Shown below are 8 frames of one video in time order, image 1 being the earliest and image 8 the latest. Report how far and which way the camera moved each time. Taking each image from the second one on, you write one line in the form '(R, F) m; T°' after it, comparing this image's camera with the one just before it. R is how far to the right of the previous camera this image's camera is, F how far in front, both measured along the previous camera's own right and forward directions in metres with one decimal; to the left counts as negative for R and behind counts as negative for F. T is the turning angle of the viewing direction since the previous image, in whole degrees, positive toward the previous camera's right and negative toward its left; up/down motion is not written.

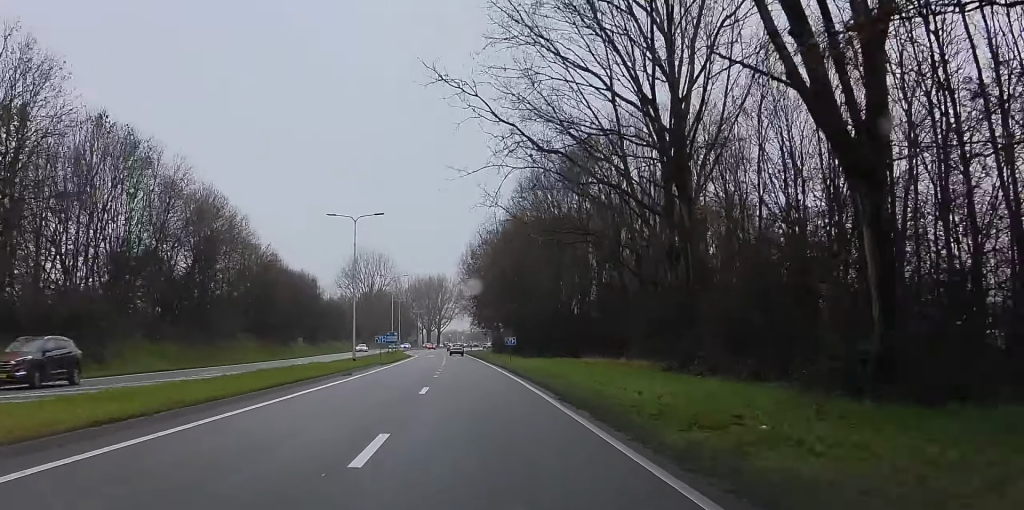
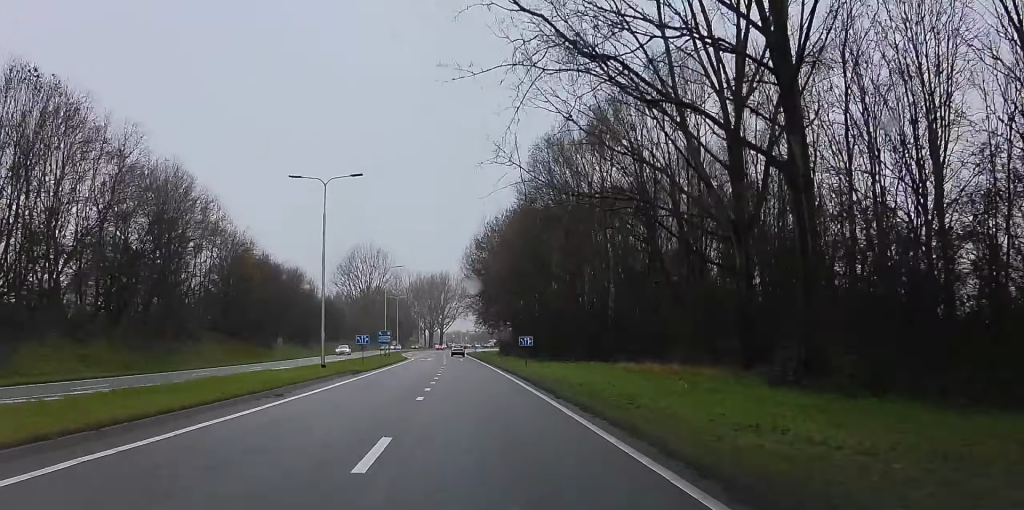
(0.0, +12.4) m; 0°
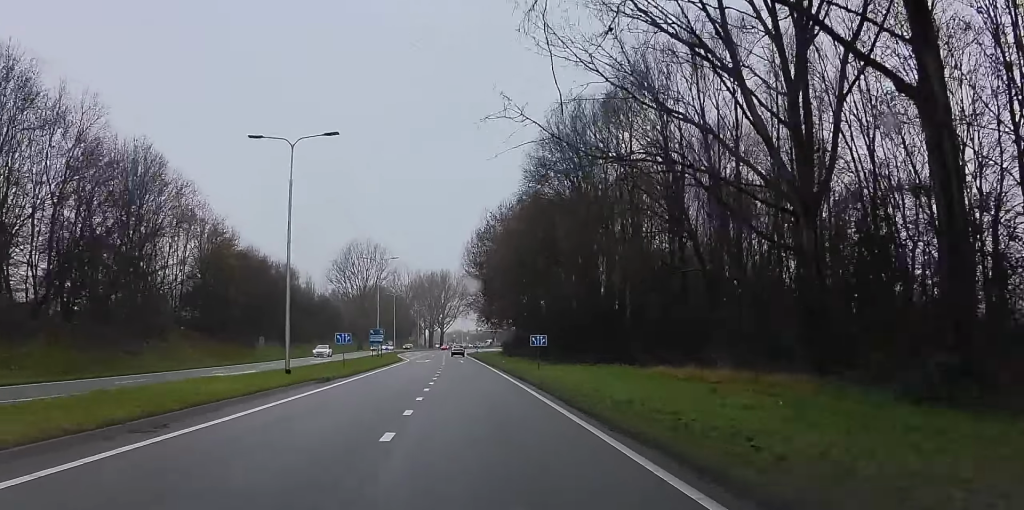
(0.0, +7.9) m; 0°
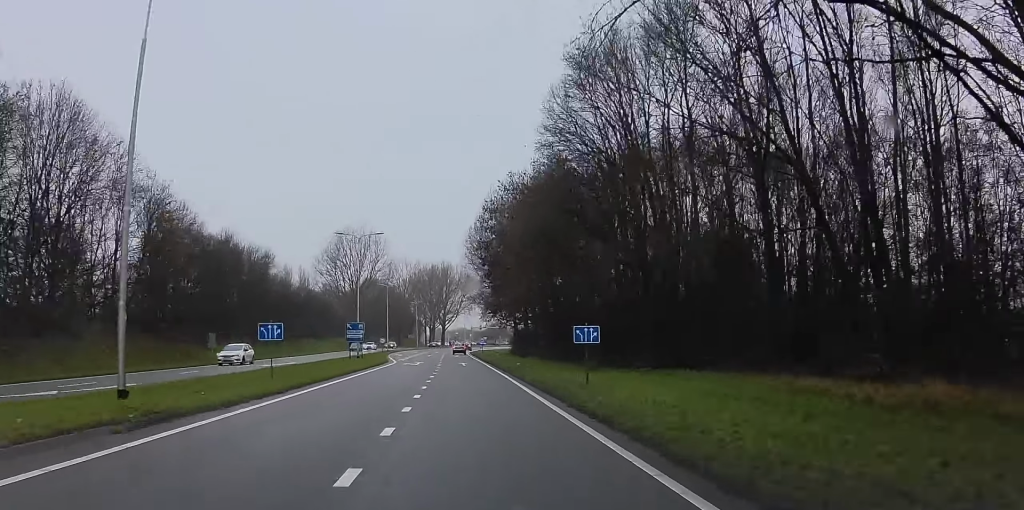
(0.0, +15.0) m; 0°
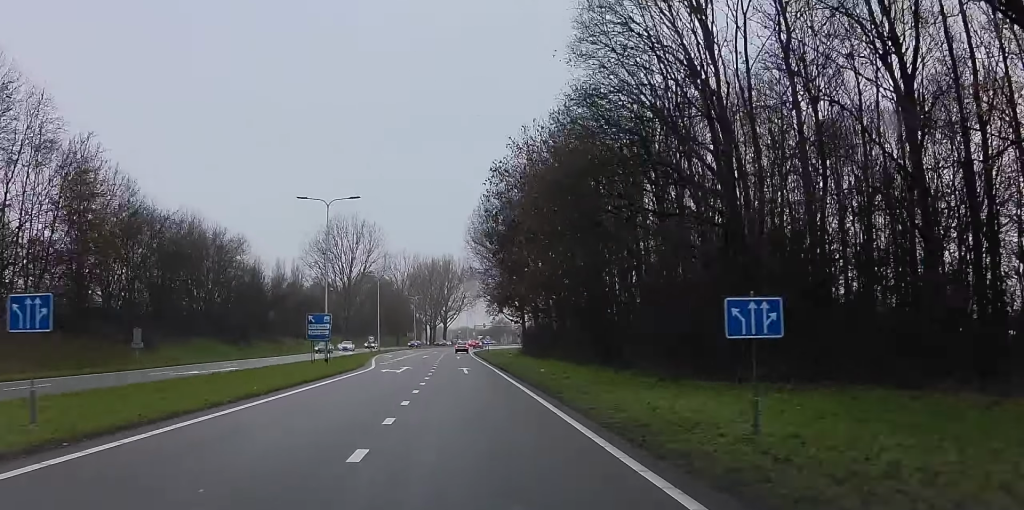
(0.0, +14.2) m; 0°
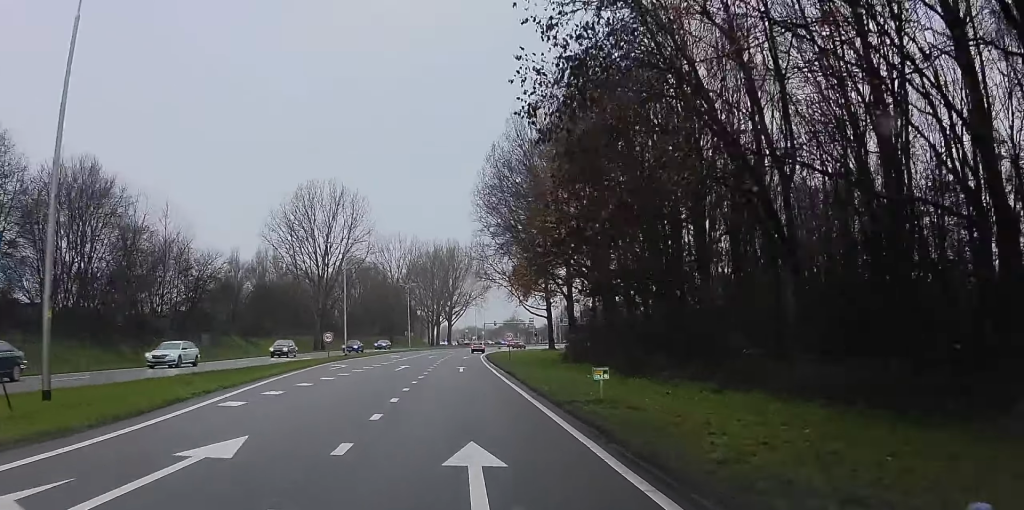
(0.0, +32.7) m; 0°
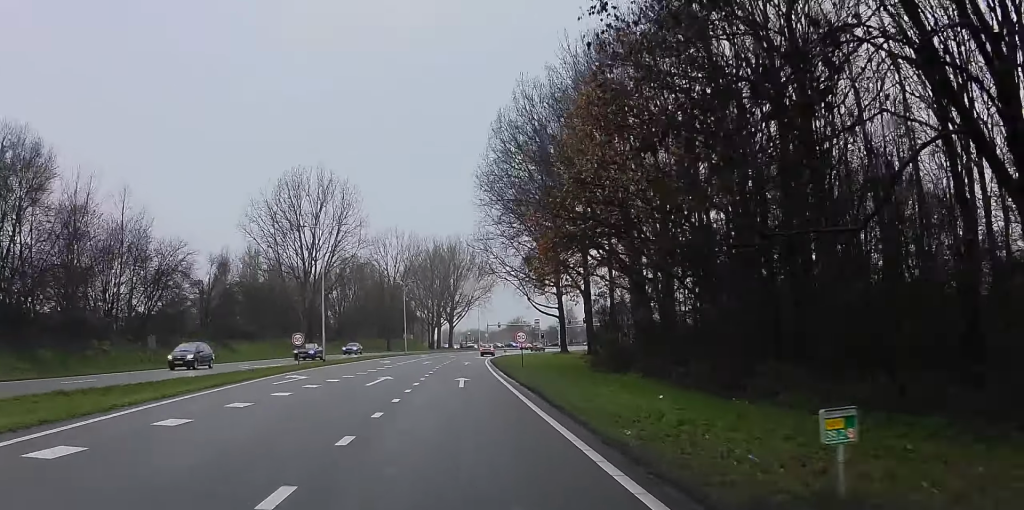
(0.0, +11.0) m; 0°
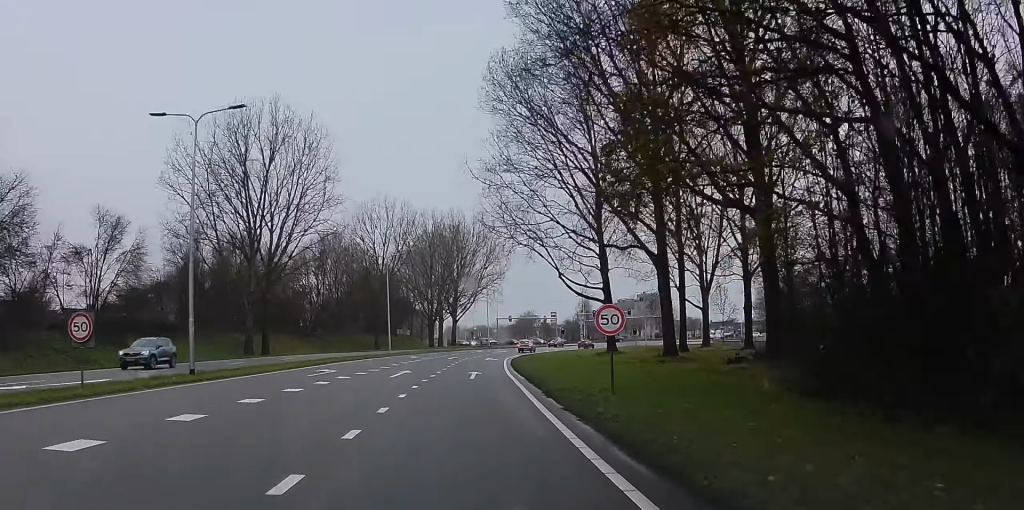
(0.0, +26.8) m; -2°
